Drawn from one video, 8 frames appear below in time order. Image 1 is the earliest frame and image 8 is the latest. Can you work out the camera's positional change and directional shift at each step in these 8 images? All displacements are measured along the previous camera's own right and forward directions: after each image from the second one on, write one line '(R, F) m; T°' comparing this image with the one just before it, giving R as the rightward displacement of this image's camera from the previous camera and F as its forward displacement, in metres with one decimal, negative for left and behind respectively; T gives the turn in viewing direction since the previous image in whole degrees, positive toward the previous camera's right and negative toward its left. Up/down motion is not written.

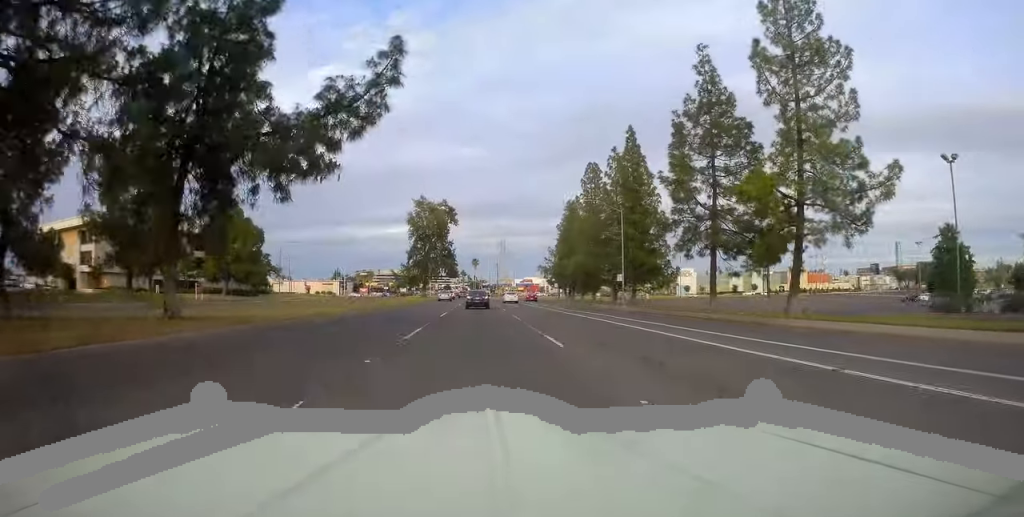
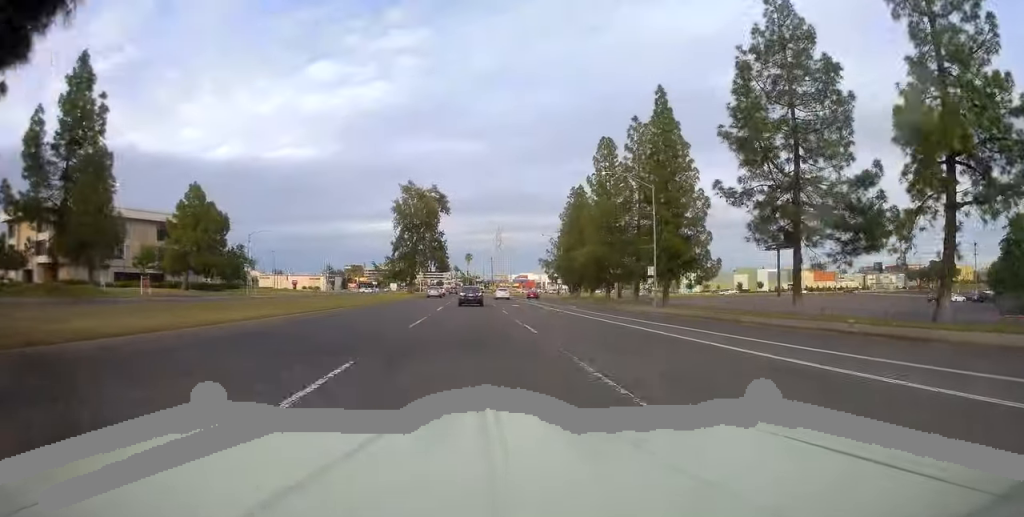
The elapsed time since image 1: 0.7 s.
(-0.3, +11.8) m; 0°
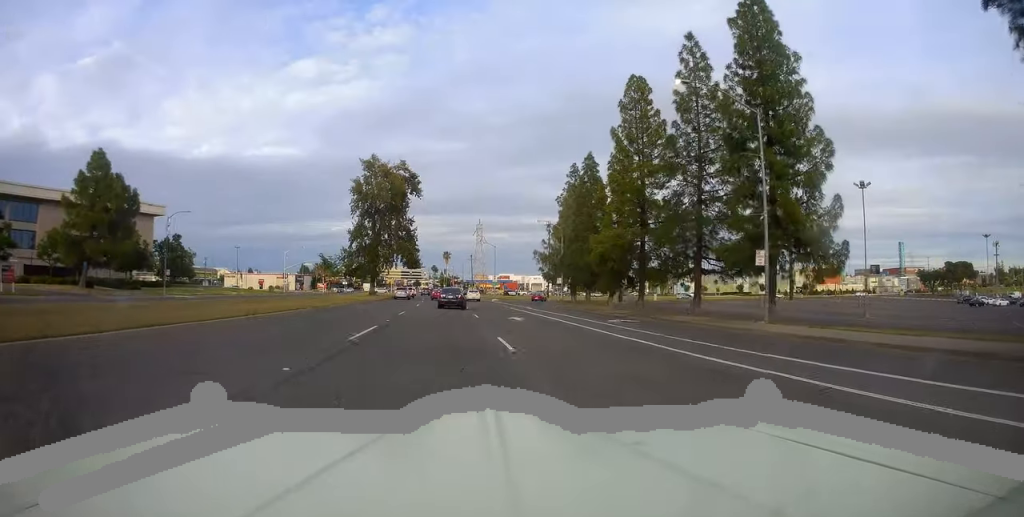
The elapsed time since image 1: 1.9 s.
(+0.1, +19.8) m; +1°
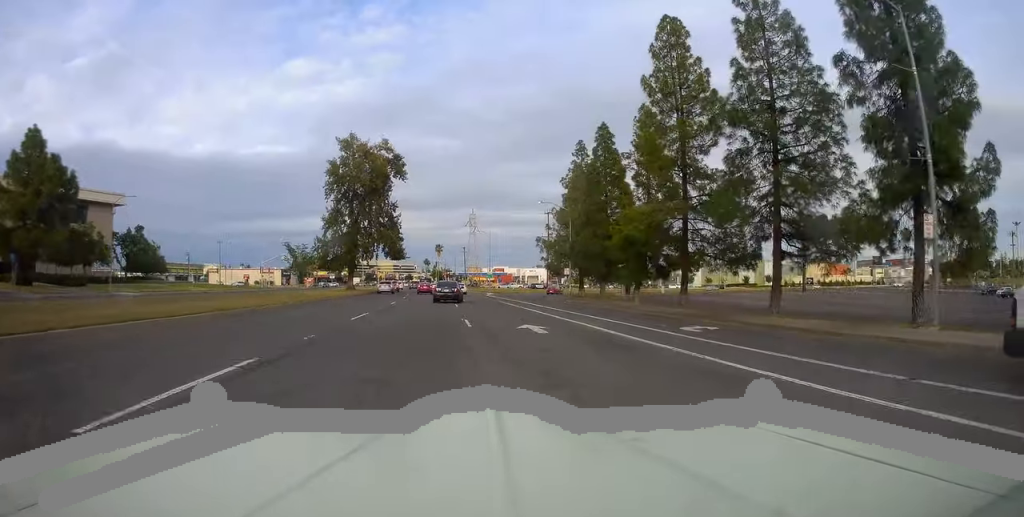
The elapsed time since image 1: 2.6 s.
(+0.1, +10.7) m; +1°
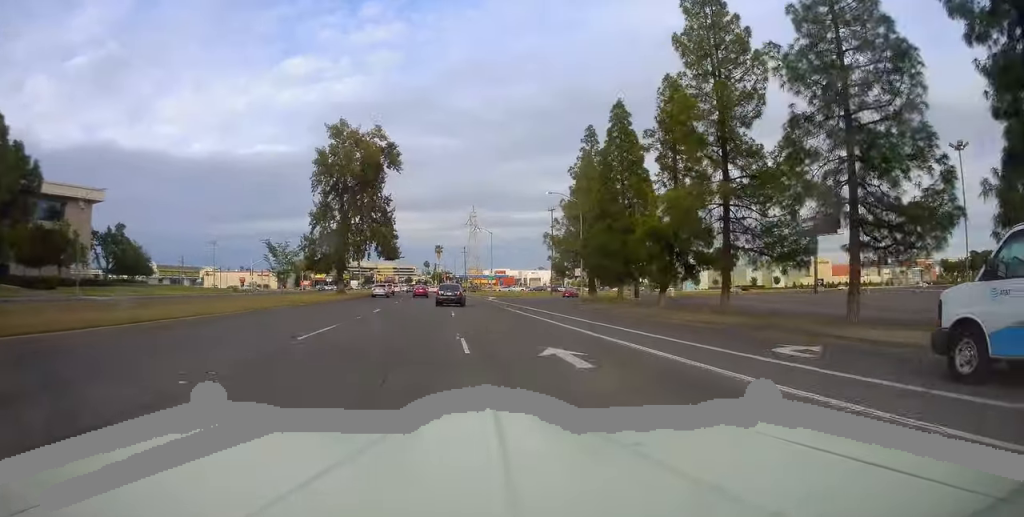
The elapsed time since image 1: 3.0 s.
(-0.1, +6.0) m; +1°
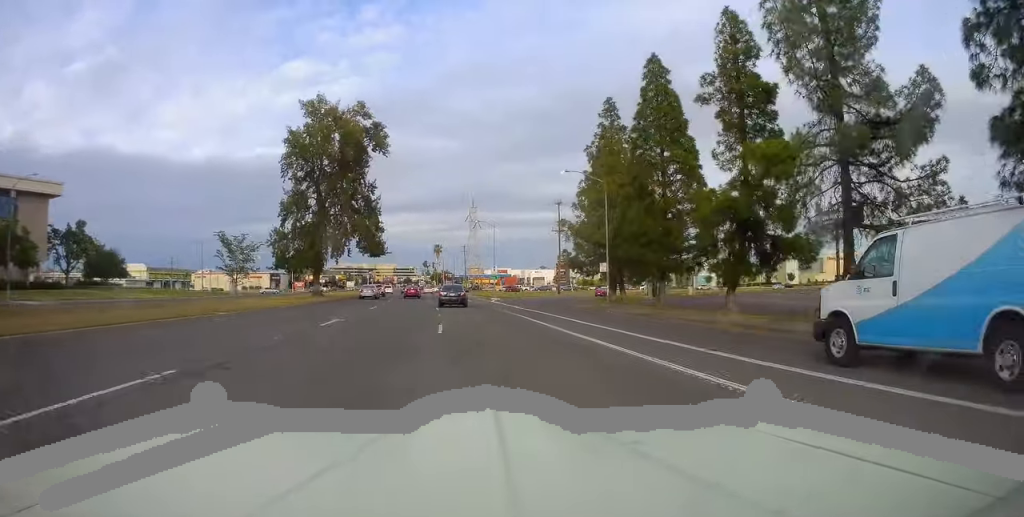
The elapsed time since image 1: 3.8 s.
(+0.2, +10.5) m; +1°
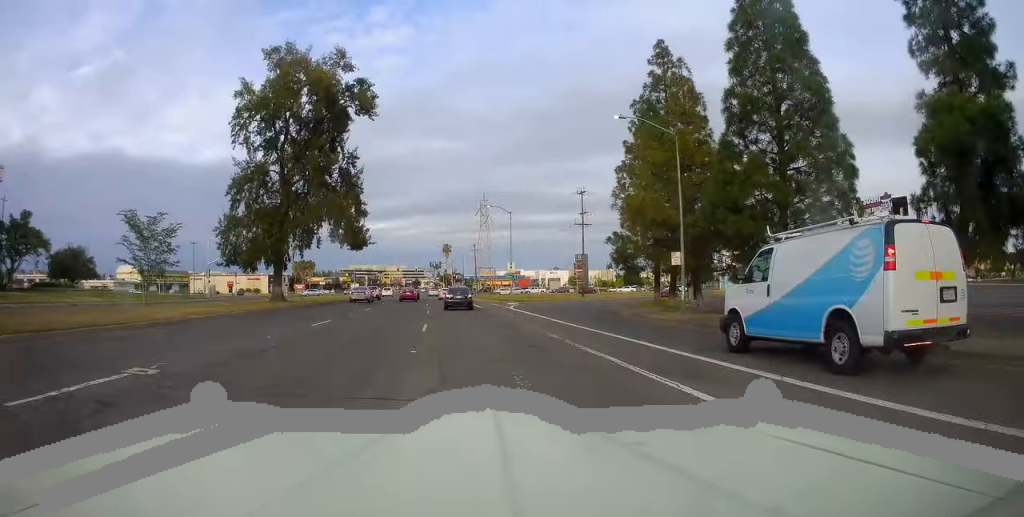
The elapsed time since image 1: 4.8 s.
(+0.1, +13.9) m; -1°
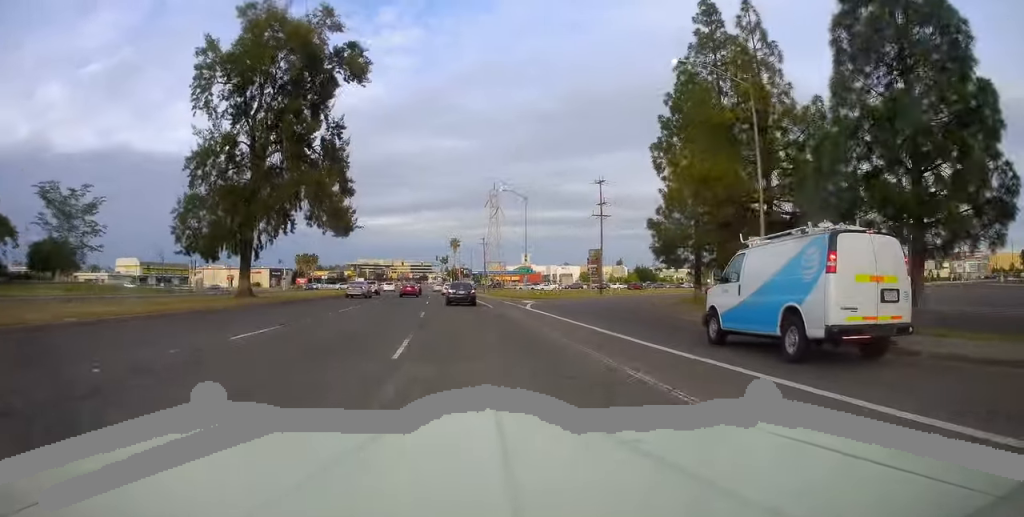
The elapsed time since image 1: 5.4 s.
(-0.1, +7.6) m; -1°
